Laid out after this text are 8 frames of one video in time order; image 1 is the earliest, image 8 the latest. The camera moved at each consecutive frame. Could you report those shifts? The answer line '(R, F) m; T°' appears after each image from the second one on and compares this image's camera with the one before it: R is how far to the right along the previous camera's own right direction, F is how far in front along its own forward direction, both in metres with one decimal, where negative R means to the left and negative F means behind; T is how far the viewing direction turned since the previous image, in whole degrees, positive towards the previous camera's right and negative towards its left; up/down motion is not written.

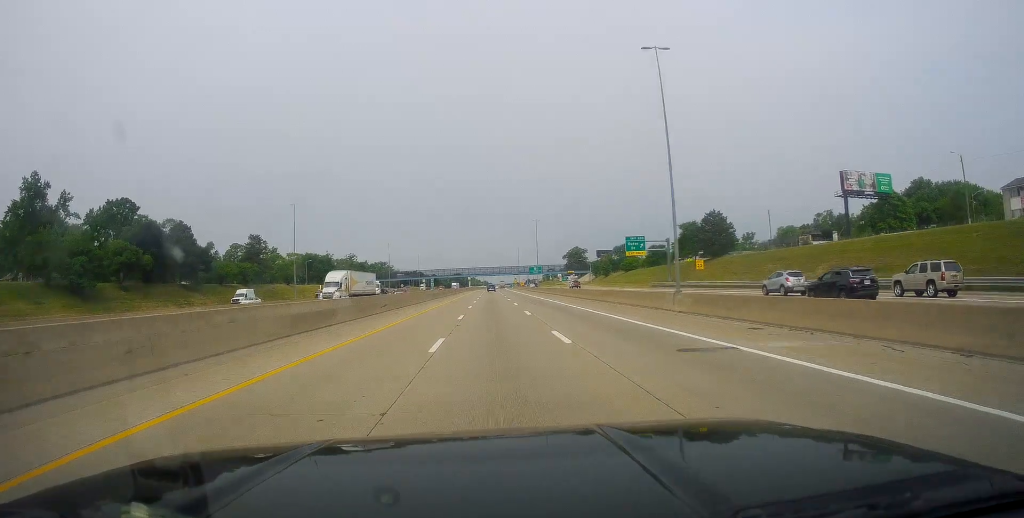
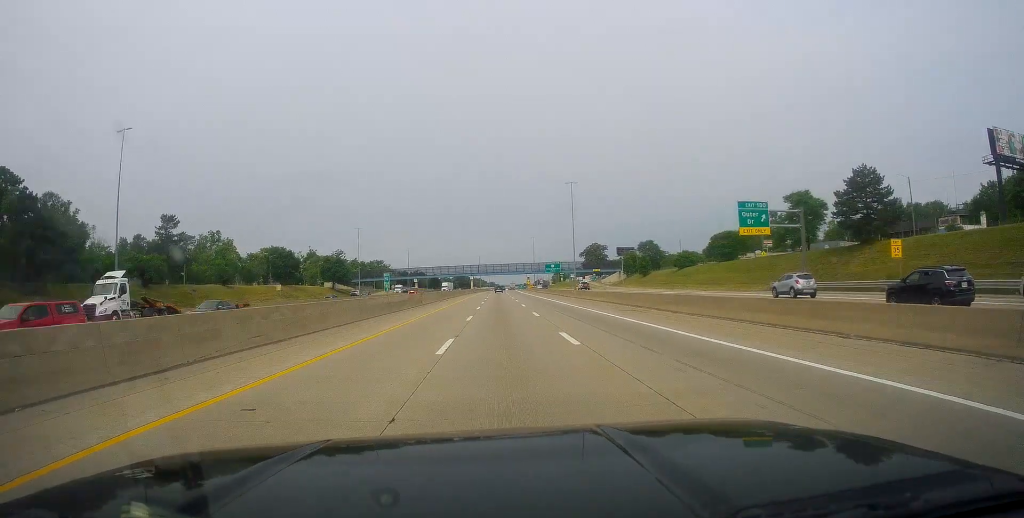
(+0.3, +45.6) m; 0°
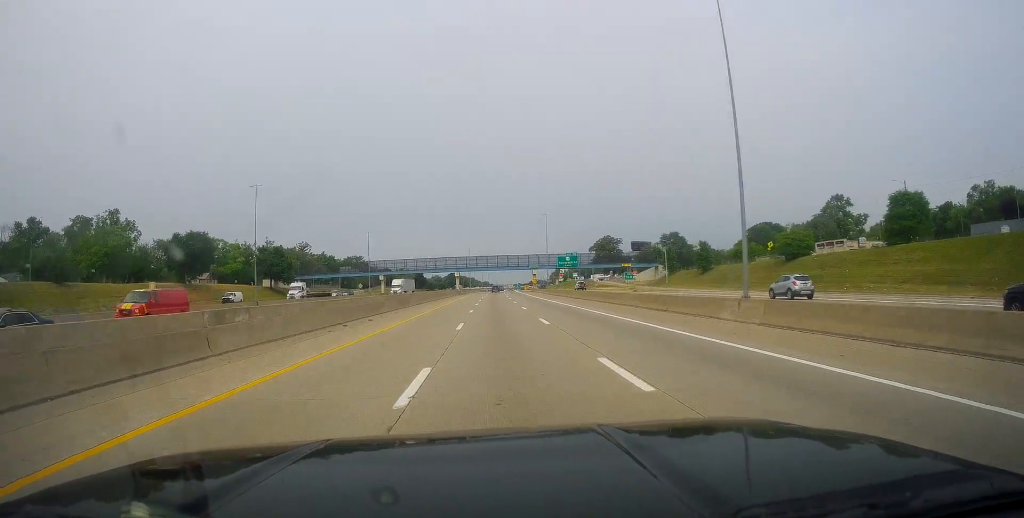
(-0.8, +52.4) m; -1°
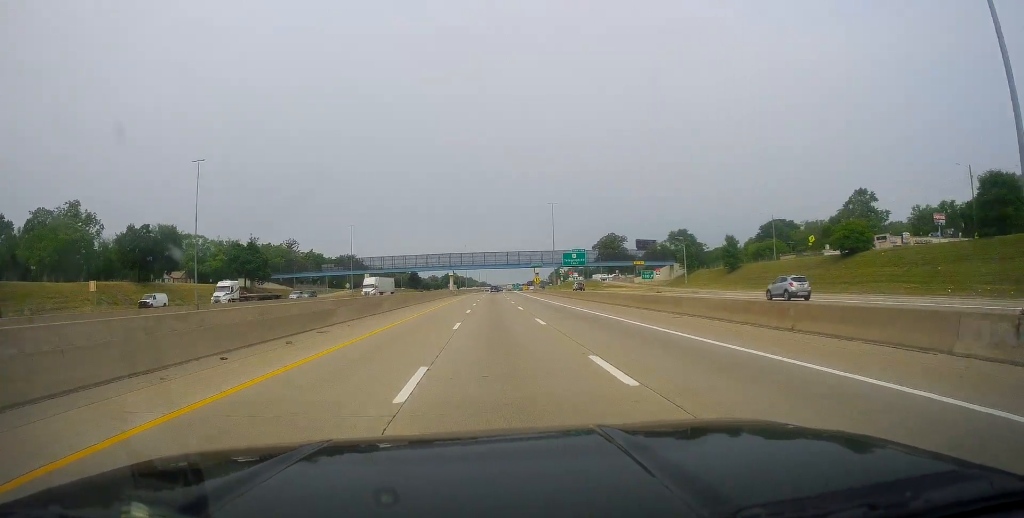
(+0.1, +14.8) m; 0°
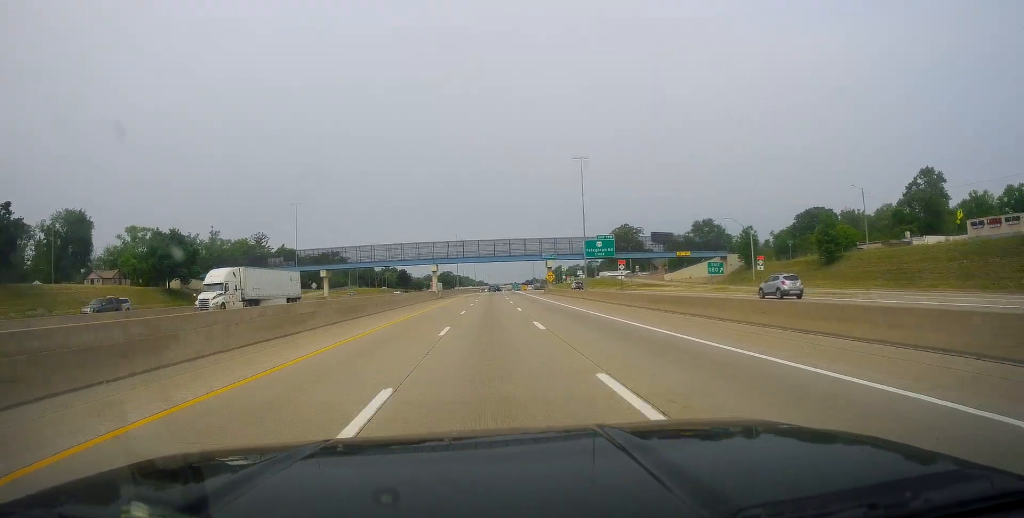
(-0.5, +33.1) m; 0°
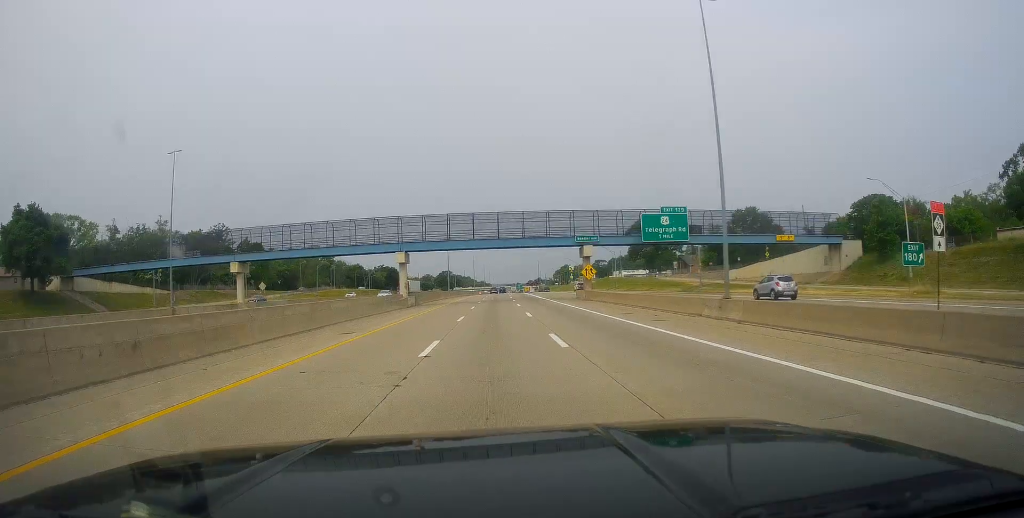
(+0.5, +36.8) m; +2°
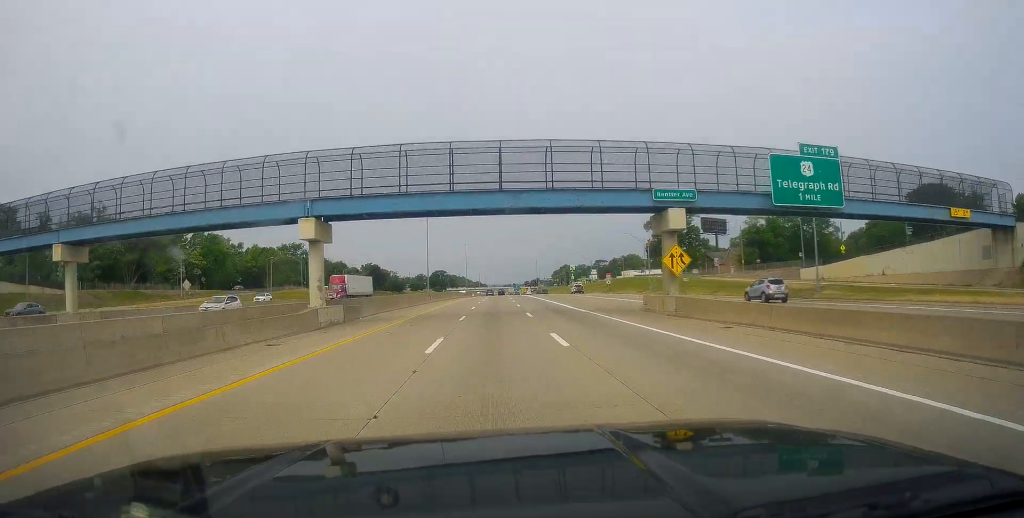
(+0.5, +30.0) m; +1°
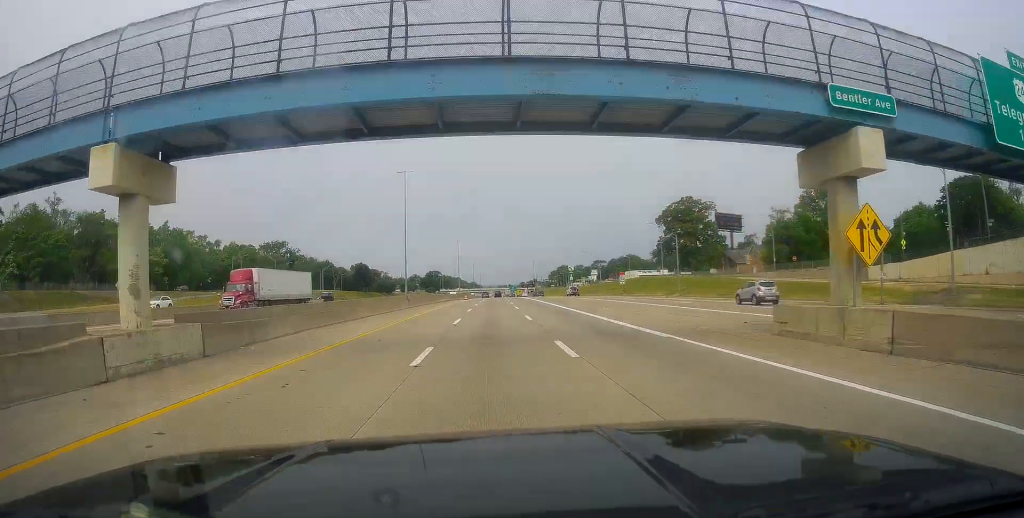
(+0.1, +17.3) m; 0°
